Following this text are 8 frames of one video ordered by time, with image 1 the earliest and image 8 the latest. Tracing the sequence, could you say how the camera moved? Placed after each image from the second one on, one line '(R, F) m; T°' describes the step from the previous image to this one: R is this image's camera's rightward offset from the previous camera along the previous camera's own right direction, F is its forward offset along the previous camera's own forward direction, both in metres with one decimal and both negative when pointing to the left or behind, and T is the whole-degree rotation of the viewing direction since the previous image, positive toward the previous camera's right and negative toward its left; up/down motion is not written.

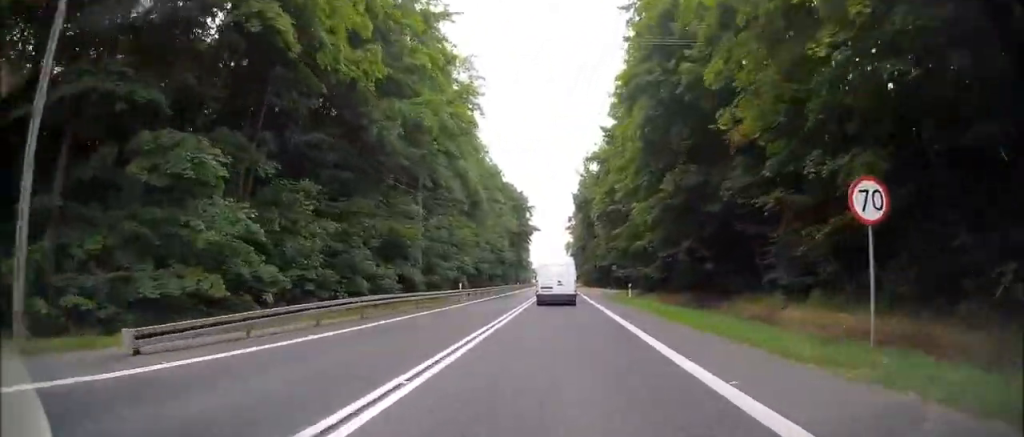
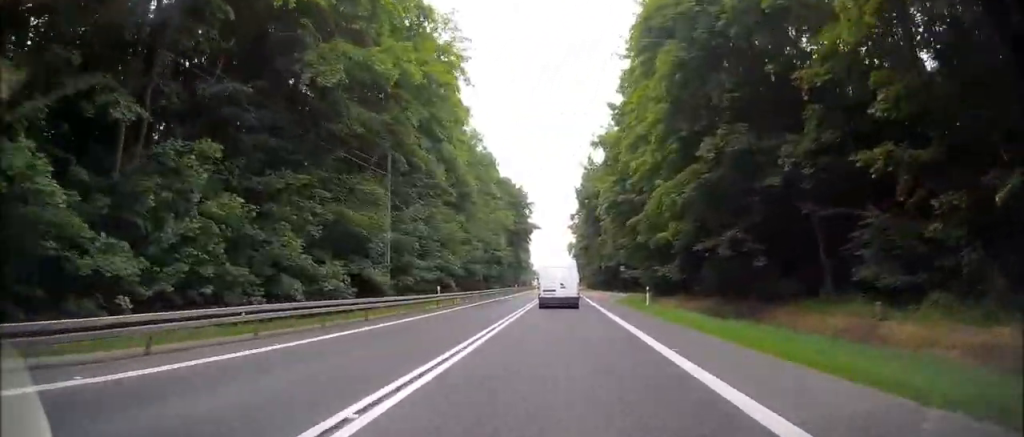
(-0.1, +7.7) m; 0°
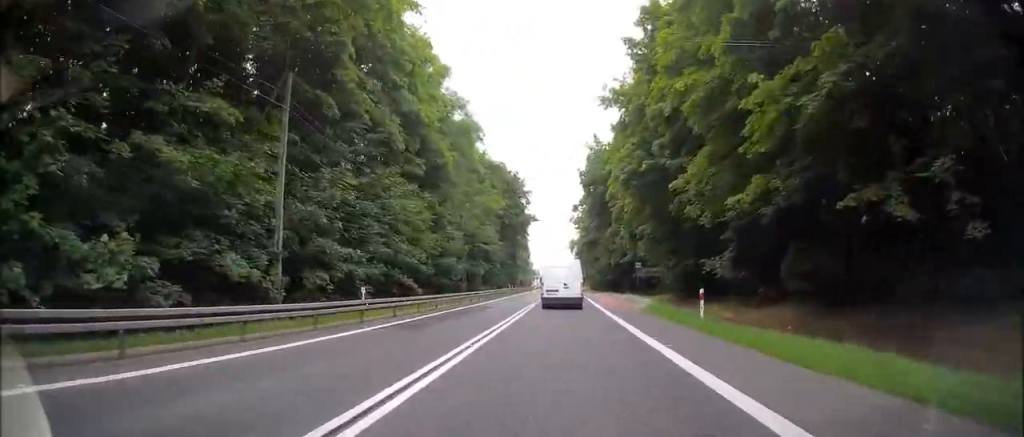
(0.0, +12.6) m; 0°
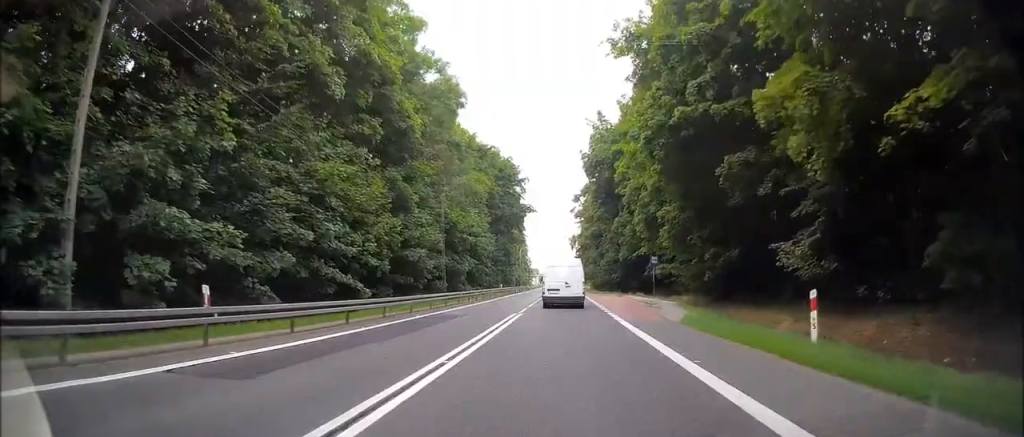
(+0.1, +9.4) m; 0°
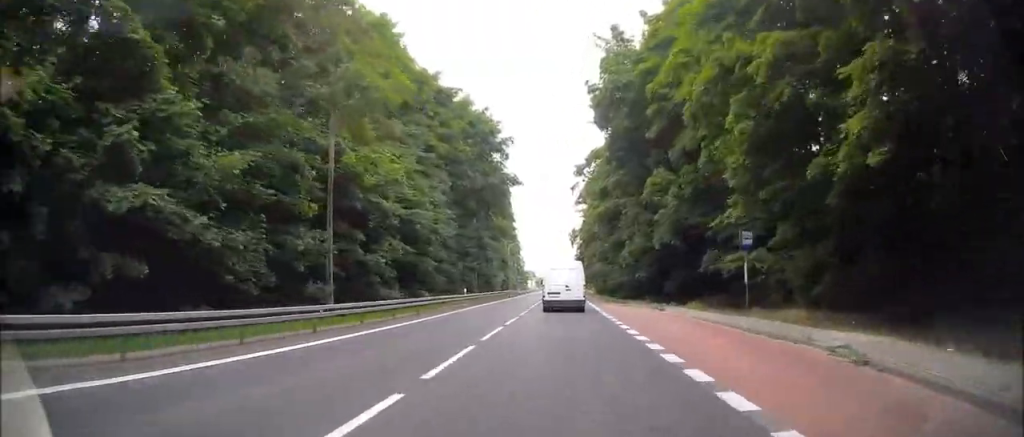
(0.0, +22.3) m; +1°
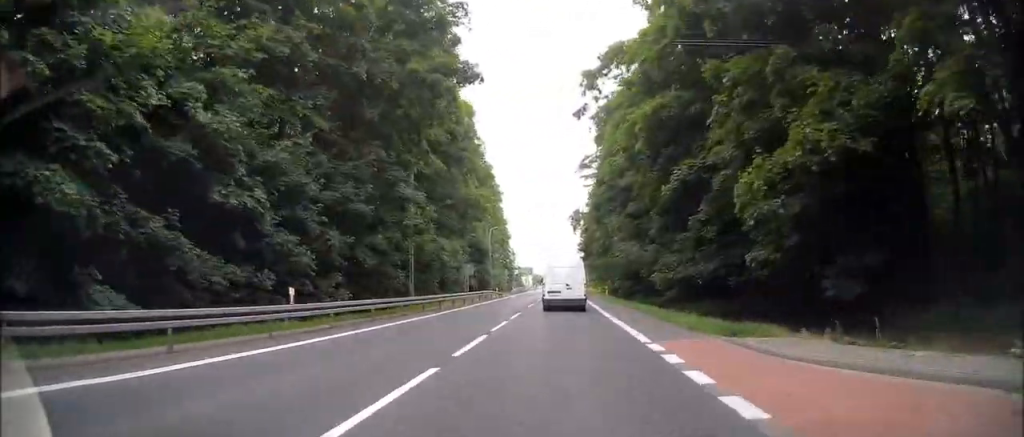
(+0.4, +26.3) m; -1°
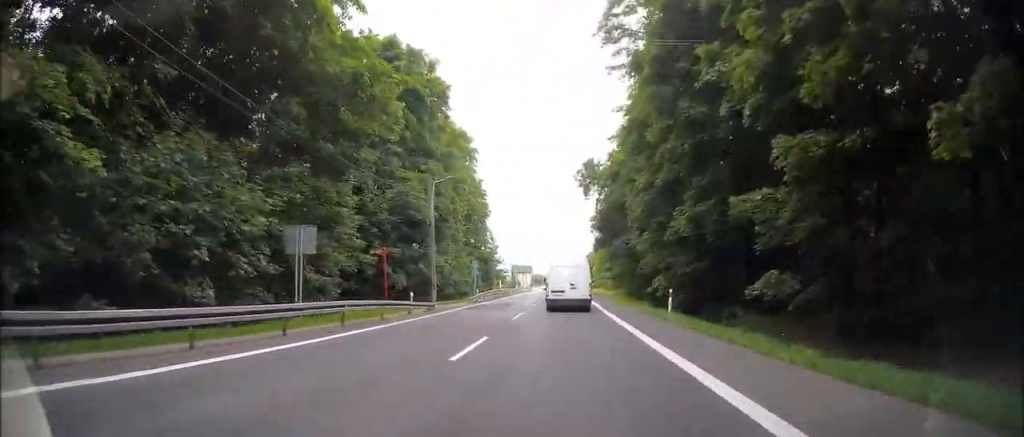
(-1.1, +34.5) m; 0°
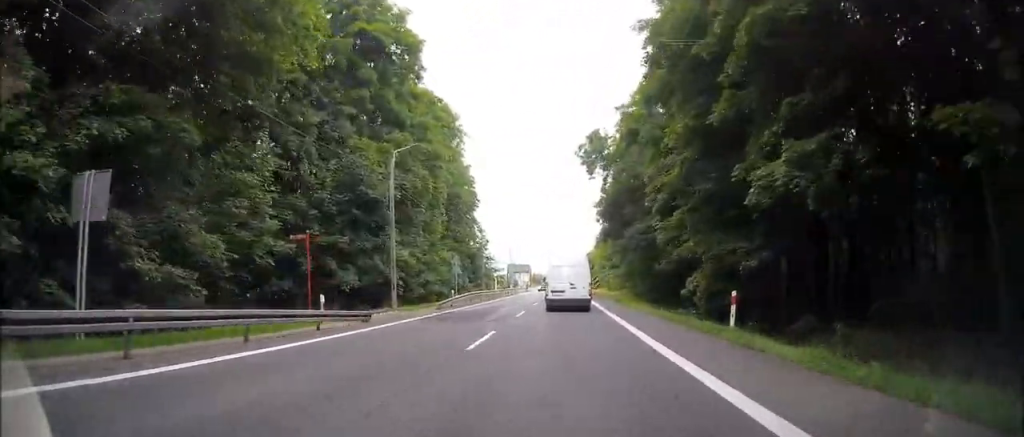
(+0.1, +9.7) m; +1°
